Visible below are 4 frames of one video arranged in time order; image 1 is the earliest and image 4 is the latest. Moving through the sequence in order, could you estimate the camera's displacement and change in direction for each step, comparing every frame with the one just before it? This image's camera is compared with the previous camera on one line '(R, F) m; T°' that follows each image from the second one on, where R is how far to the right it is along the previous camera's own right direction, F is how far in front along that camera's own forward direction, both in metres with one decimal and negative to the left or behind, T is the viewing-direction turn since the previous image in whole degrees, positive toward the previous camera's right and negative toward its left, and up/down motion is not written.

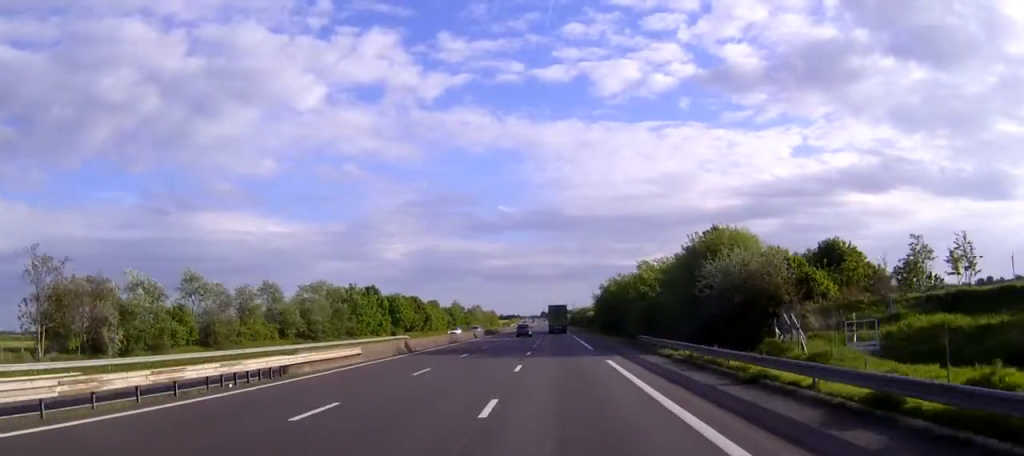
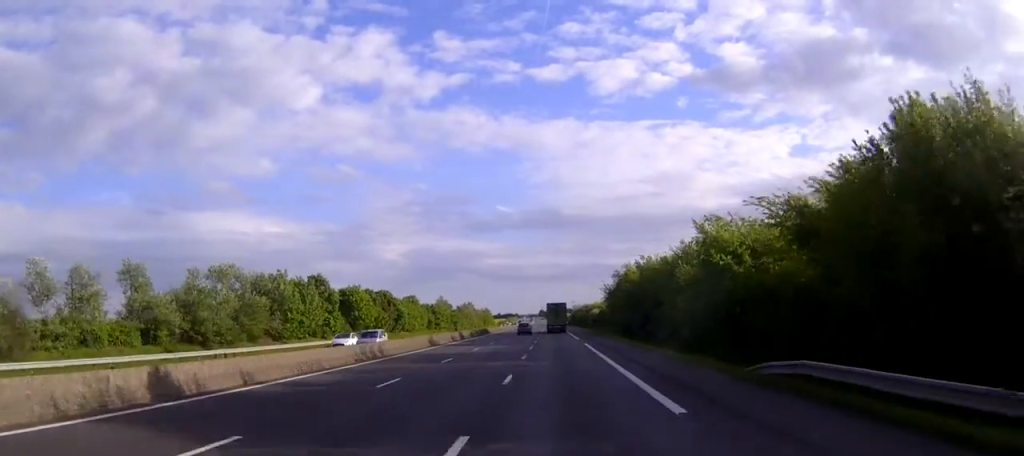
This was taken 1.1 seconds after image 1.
(0.0, +31.6) m; 0°
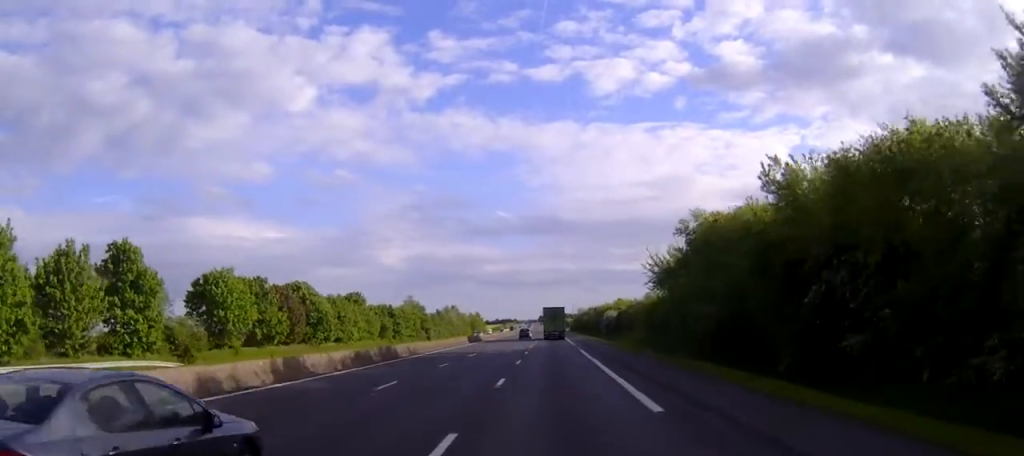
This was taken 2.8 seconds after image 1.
(+0.1, +50.9) m; 0°
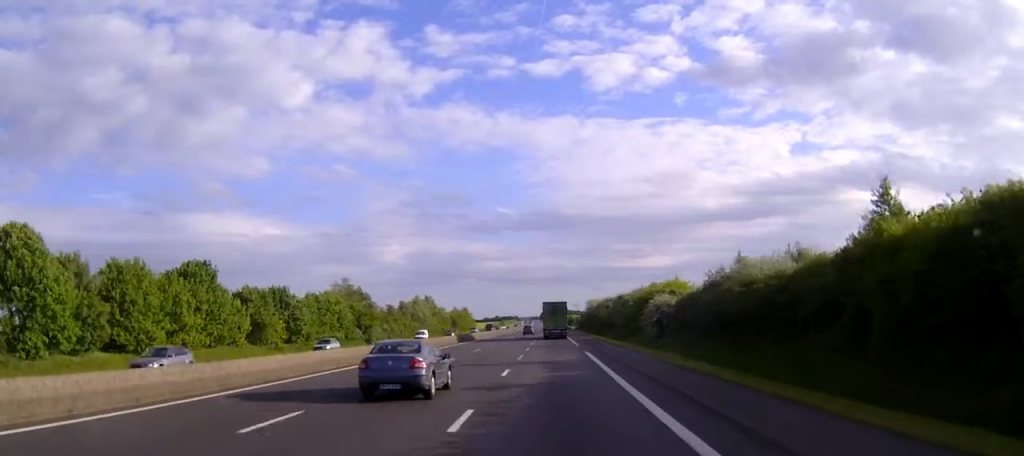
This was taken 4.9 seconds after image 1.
(-0.1, +61.5) m; 0°
